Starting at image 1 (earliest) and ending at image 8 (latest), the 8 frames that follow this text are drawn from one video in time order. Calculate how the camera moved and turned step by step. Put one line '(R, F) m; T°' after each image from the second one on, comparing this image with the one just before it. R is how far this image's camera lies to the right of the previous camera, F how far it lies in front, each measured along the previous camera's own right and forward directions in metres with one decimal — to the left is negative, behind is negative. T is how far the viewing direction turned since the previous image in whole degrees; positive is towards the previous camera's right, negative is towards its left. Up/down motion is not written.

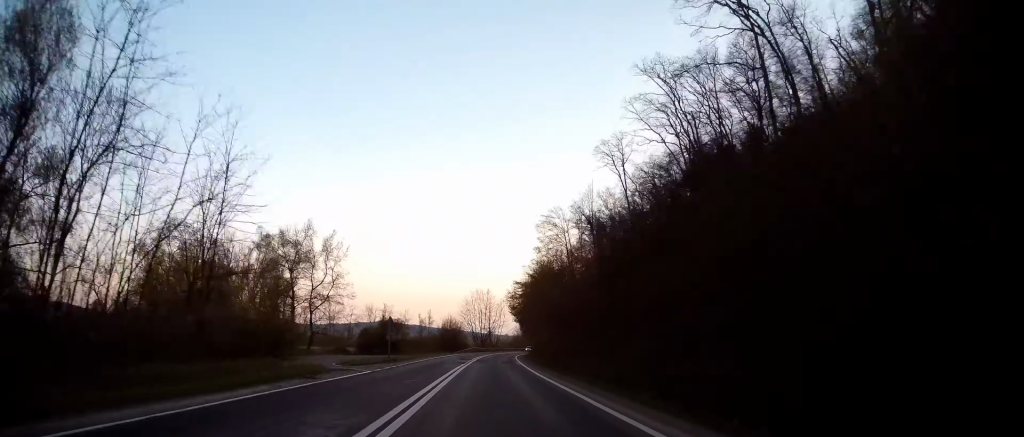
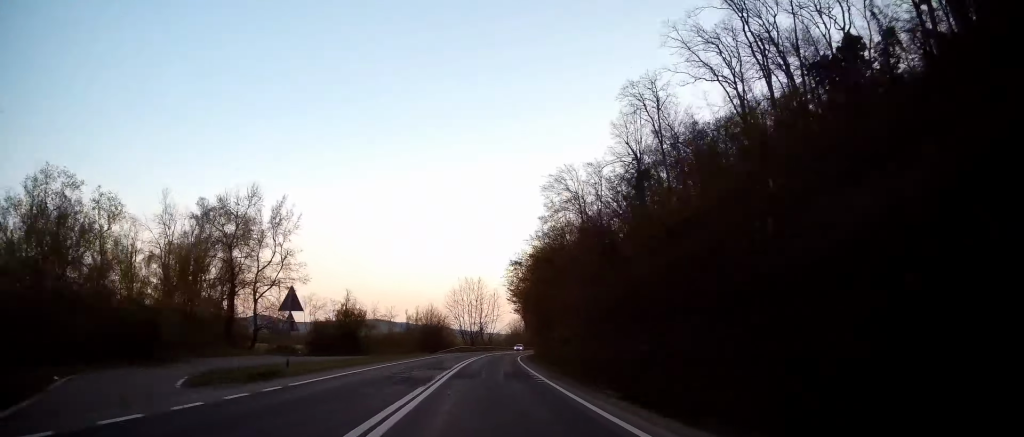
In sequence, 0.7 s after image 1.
(+0.2, +19.4) m; 0°
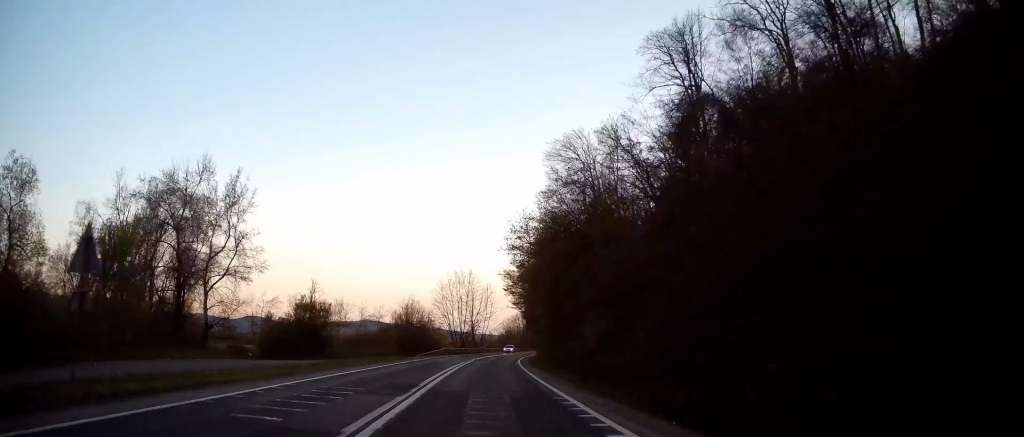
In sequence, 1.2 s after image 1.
(+0.1, +11.5) m; 0°
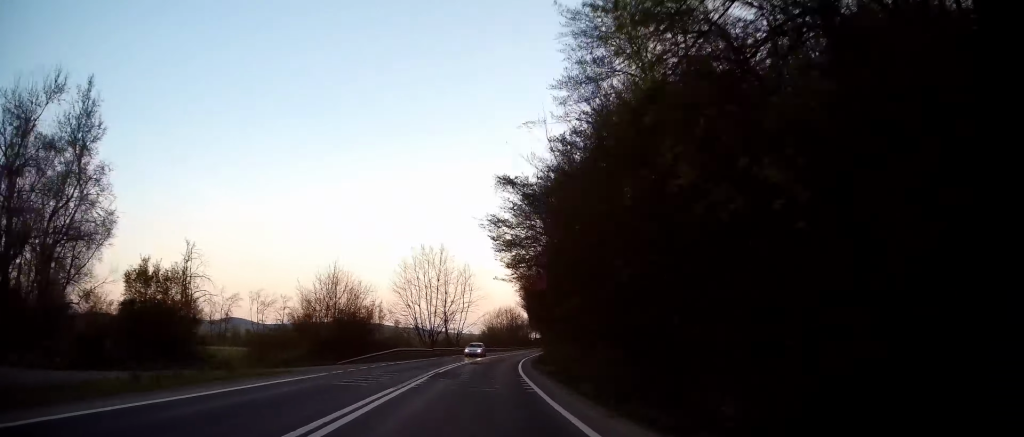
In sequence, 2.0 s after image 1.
(-0.2, +23.3) m; +2°
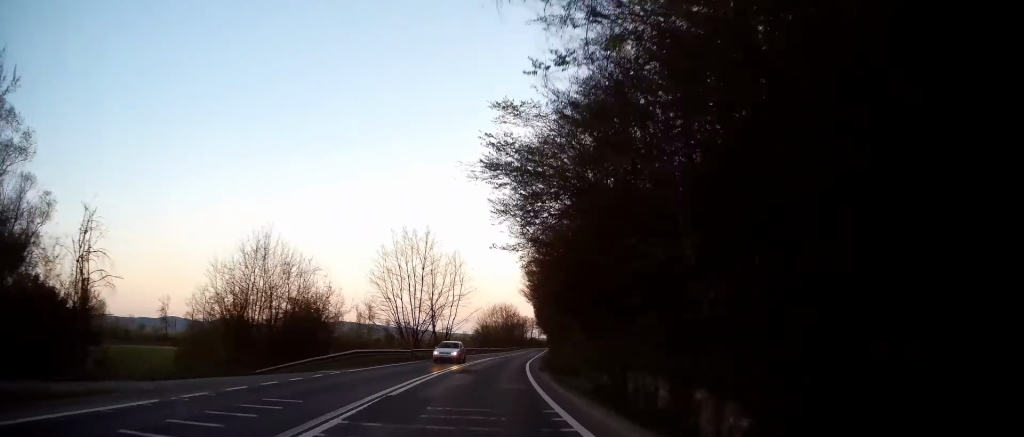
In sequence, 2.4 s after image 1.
(+0.3, +10.8) m; +1°
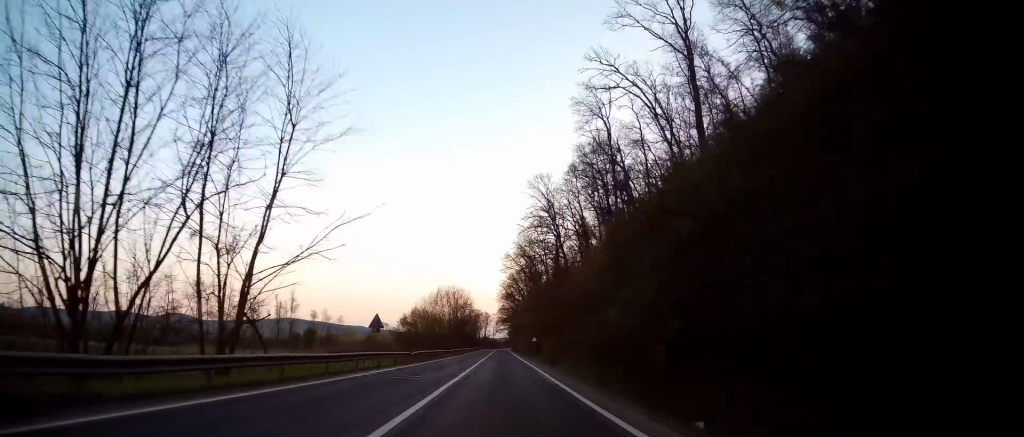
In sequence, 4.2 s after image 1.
(+1.8, +47.0) m; +4°
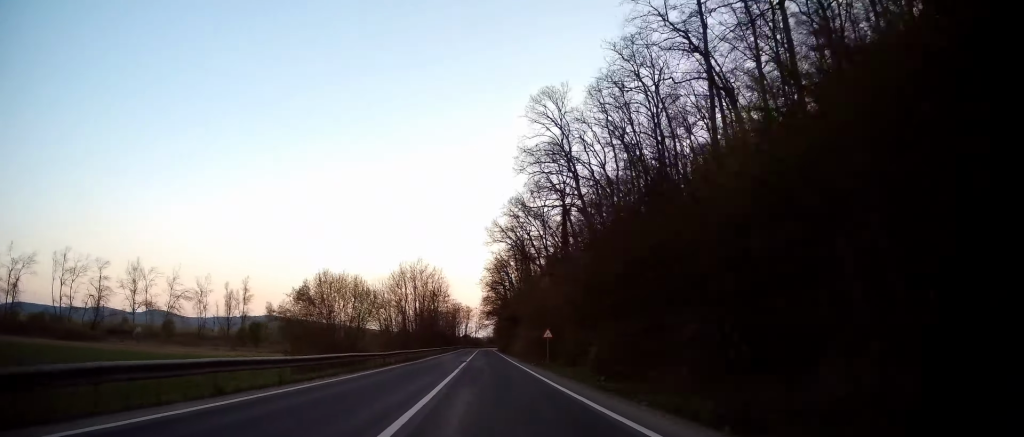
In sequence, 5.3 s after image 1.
(+1.0, +31.8) m; +3°
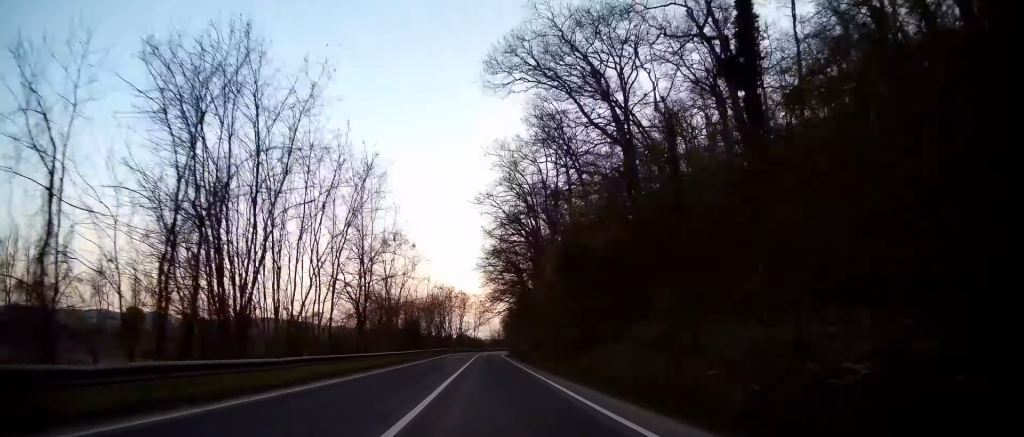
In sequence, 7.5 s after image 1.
(+1.2, +58.3) m; +1°
